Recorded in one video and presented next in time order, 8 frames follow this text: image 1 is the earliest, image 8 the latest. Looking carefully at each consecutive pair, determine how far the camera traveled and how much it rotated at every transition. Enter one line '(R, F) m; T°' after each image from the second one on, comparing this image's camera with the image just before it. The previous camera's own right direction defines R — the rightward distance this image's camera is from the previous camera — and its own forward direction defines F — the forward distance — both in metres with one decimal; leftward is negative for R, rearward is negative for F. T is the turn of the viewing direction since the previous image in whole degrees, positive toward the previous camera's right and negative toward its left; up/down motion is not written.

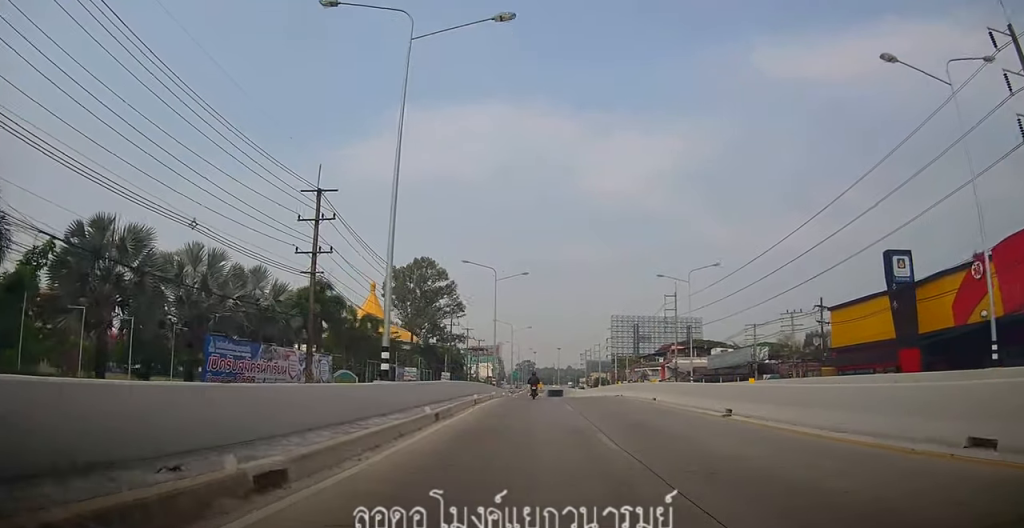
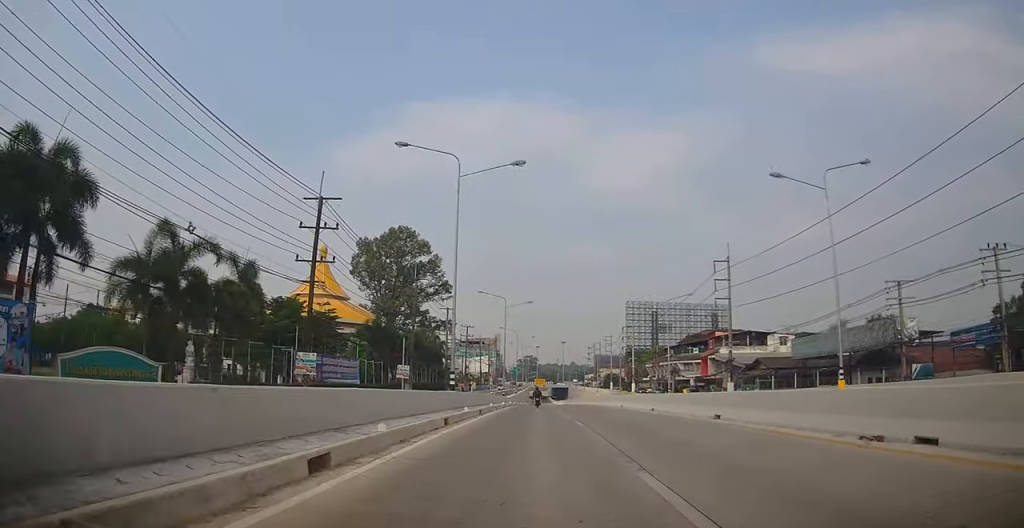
(+0.4, +30.7) m; 0°
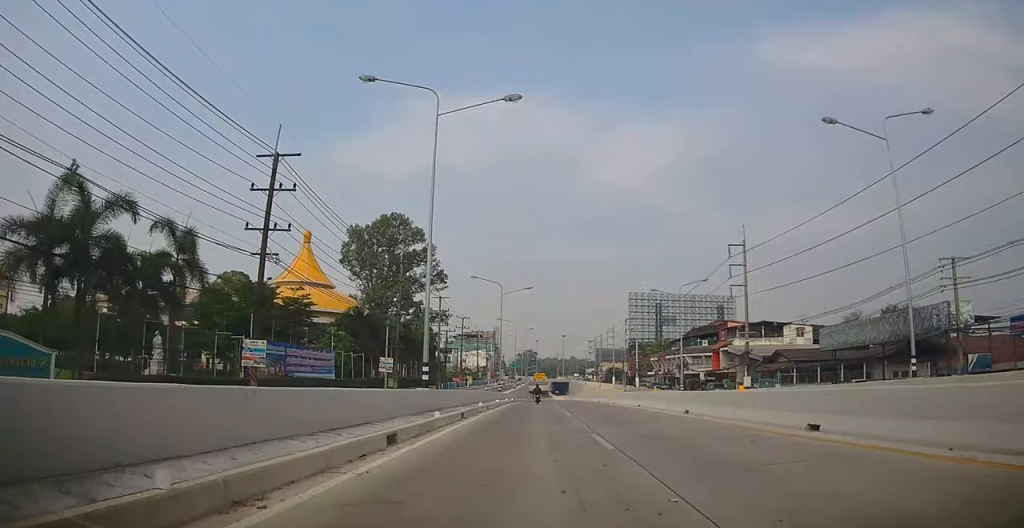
(-0.2, +6.9) m; -1°
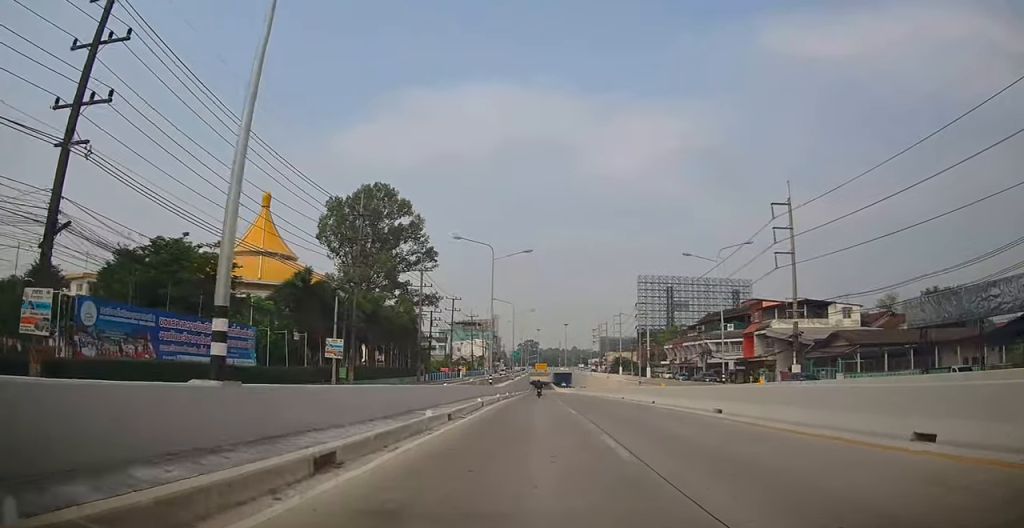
(0.0, +14.6) m; +1°
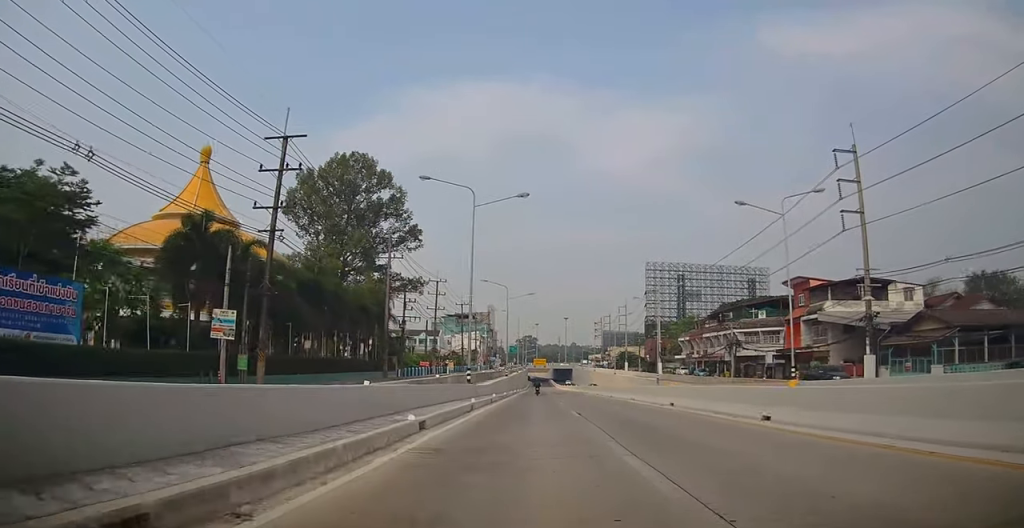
(+0.1, +14.8) m; 0°
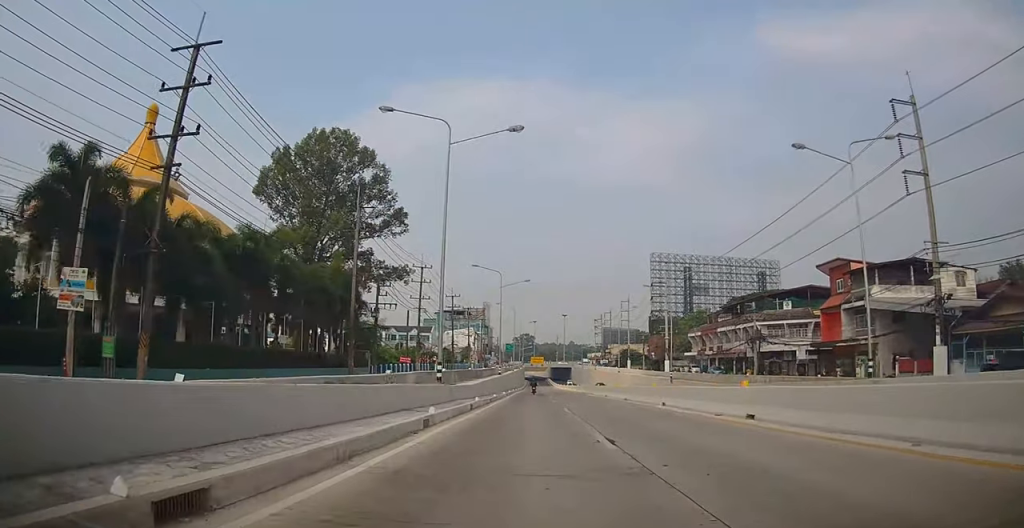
(0.0, +9.4) m; 0°
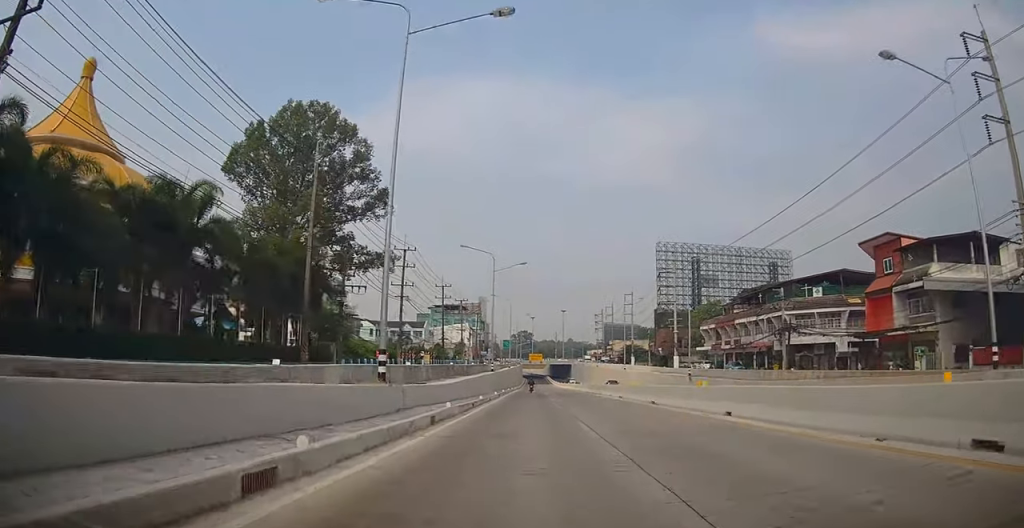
(-0.1, +8.5) m; 0°
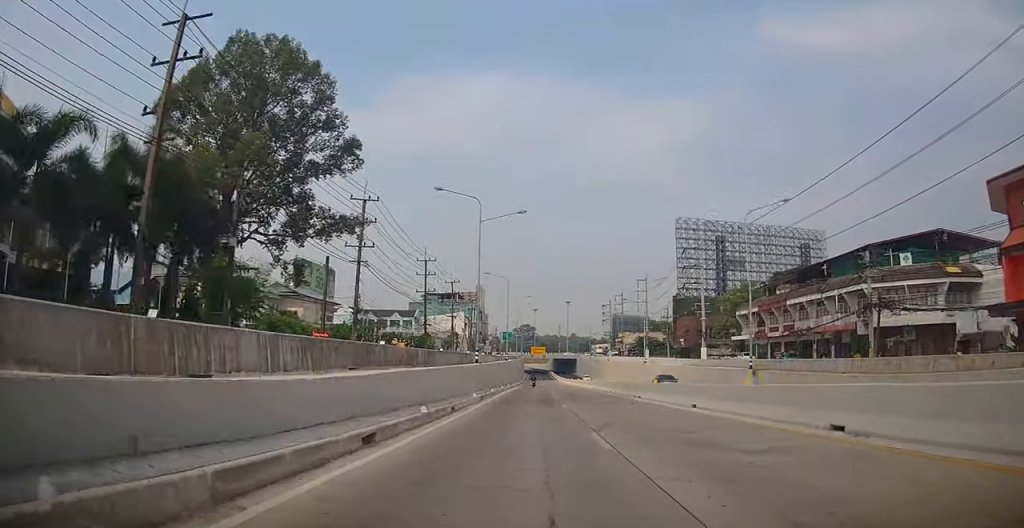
(+0.1, +15.5) m; +1°
